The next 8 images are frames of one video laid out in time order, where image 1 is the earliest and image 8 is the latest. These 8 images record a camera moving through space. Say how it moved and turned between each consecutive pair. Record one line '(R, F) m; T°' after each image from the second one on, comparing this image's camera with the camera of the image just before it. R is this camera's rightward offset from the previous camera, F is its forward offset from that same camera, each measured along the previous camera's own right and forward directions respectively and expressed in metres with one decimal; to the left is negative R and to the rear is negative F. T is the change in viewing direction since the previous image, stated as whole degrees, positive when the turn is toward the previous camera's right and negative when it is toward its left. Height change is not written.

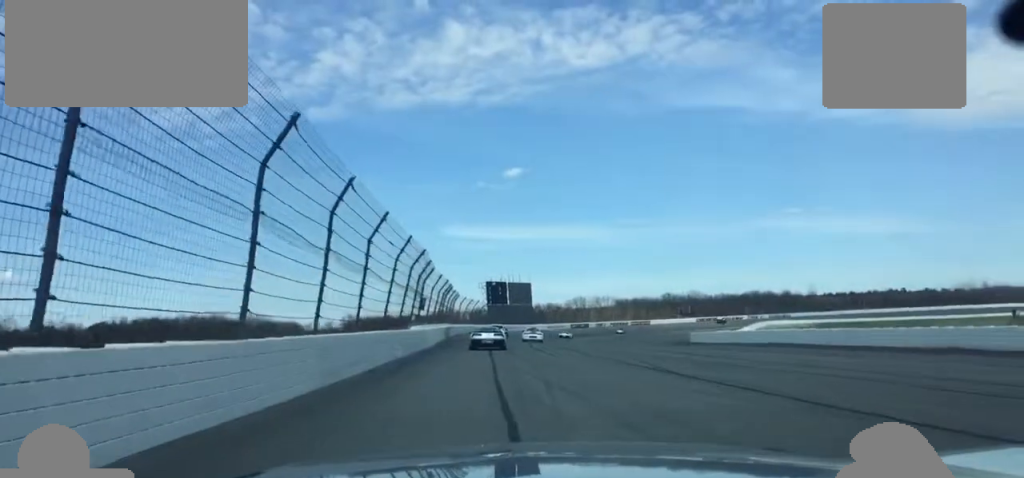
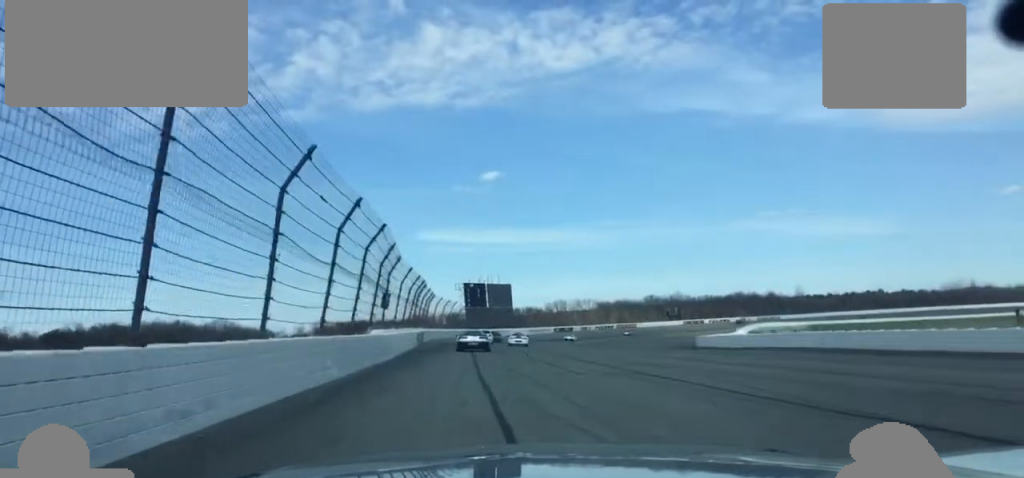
(+0.1, +12.5) m; +1°
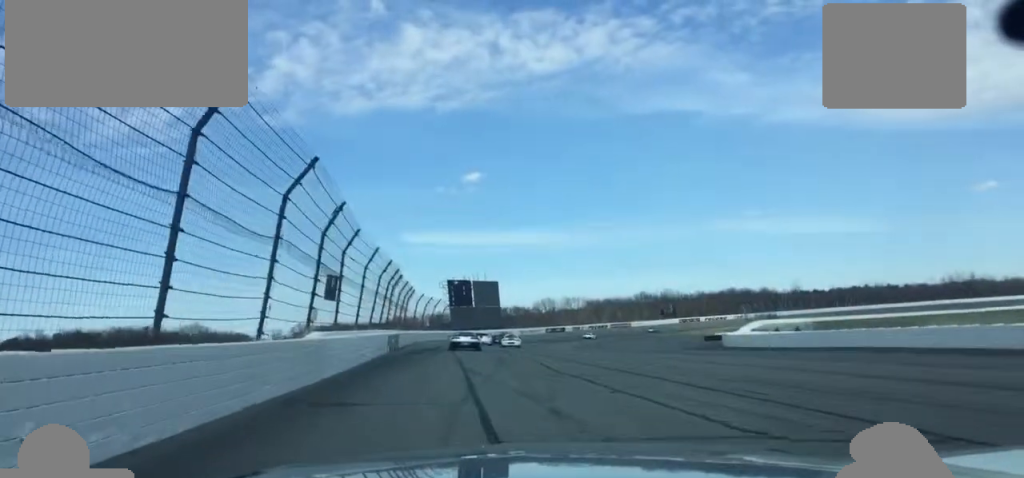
(+0.3, +14.4) m; +1°
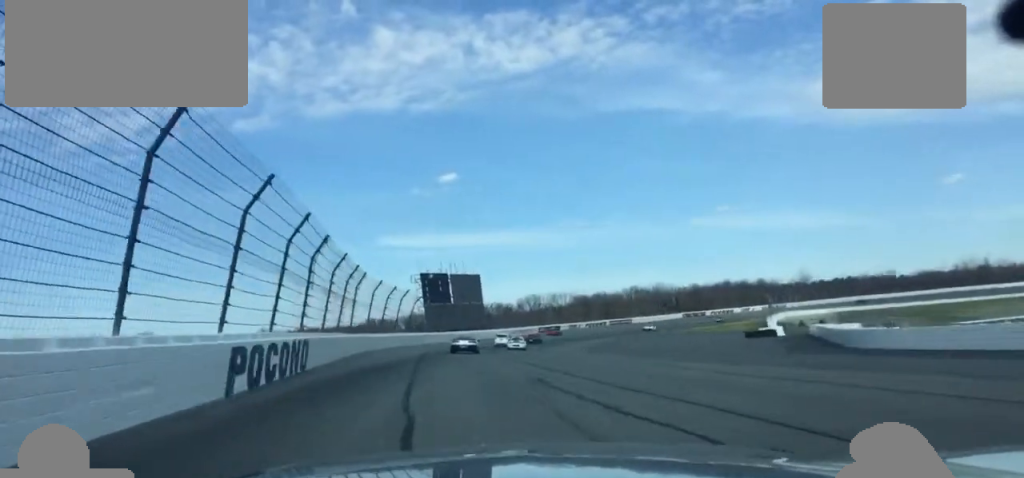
(+0.5, +29.0) m; +2°
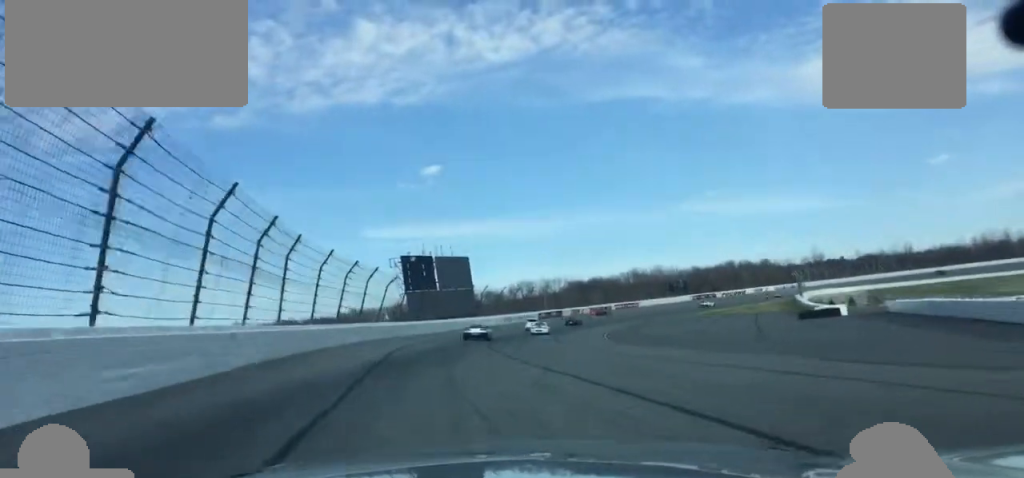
(+0.2, +19.7) m; +1°
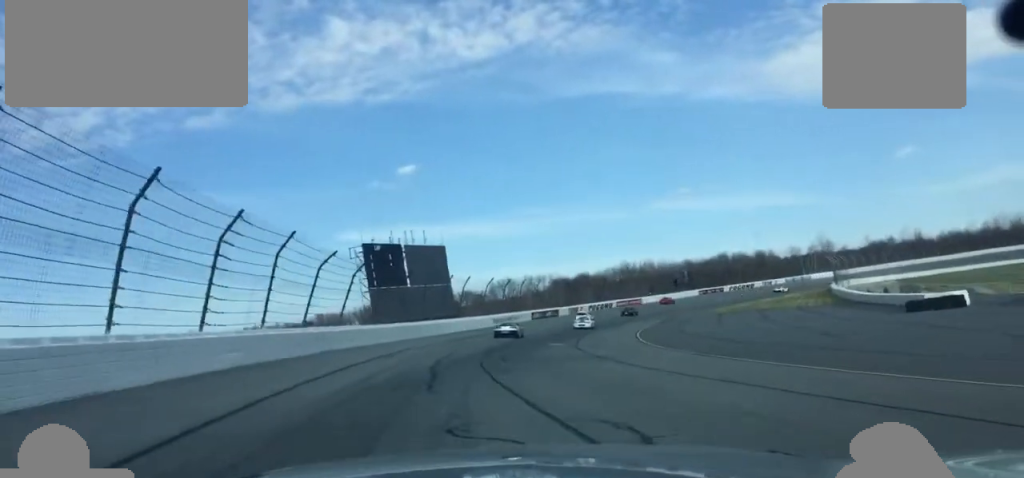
(+0.3, +27.2) m; +2°
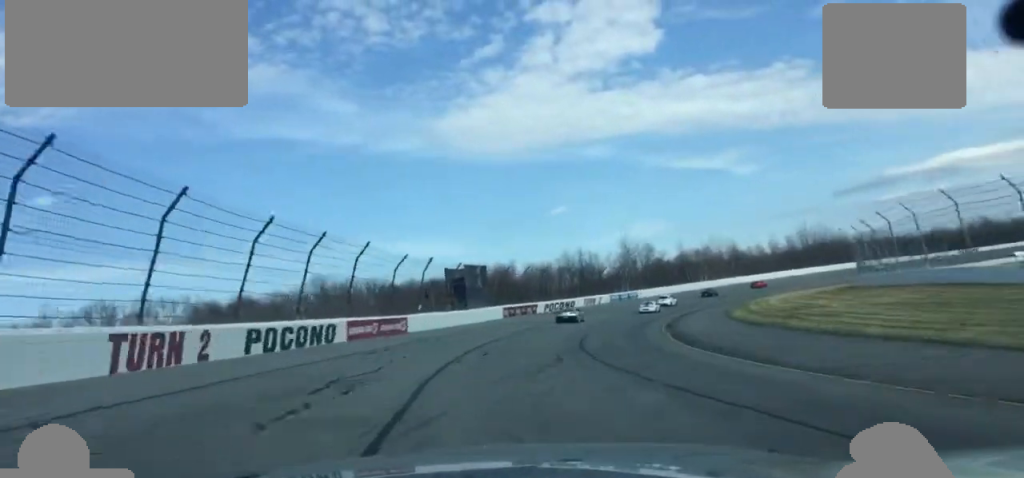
(+20.8, +106.0) m; +24°
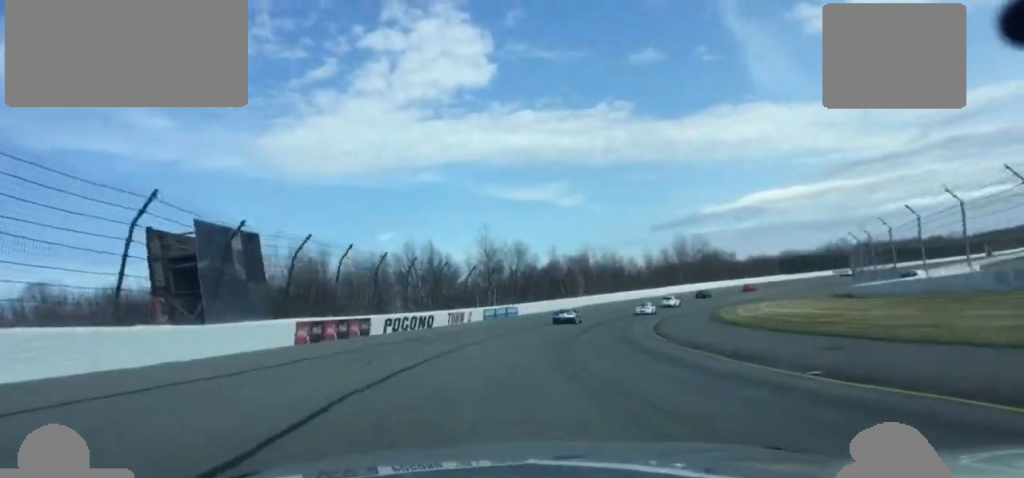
(+2.4, +42.6) m; +8°
